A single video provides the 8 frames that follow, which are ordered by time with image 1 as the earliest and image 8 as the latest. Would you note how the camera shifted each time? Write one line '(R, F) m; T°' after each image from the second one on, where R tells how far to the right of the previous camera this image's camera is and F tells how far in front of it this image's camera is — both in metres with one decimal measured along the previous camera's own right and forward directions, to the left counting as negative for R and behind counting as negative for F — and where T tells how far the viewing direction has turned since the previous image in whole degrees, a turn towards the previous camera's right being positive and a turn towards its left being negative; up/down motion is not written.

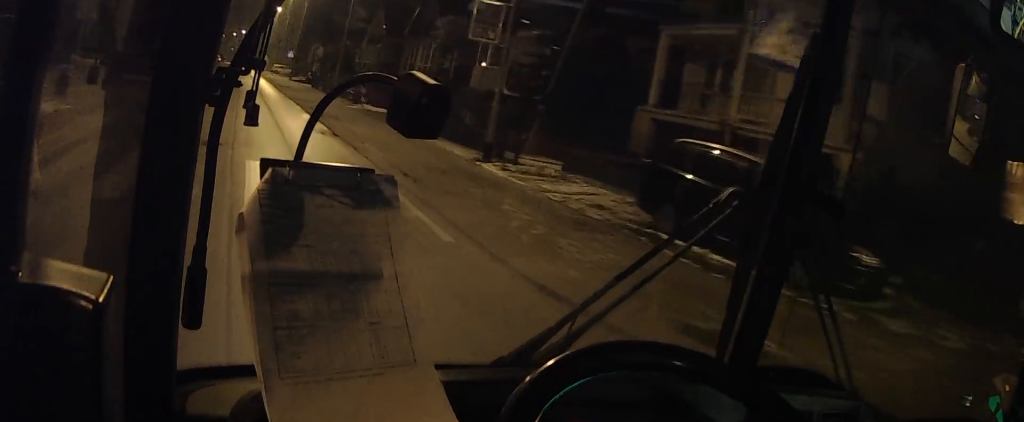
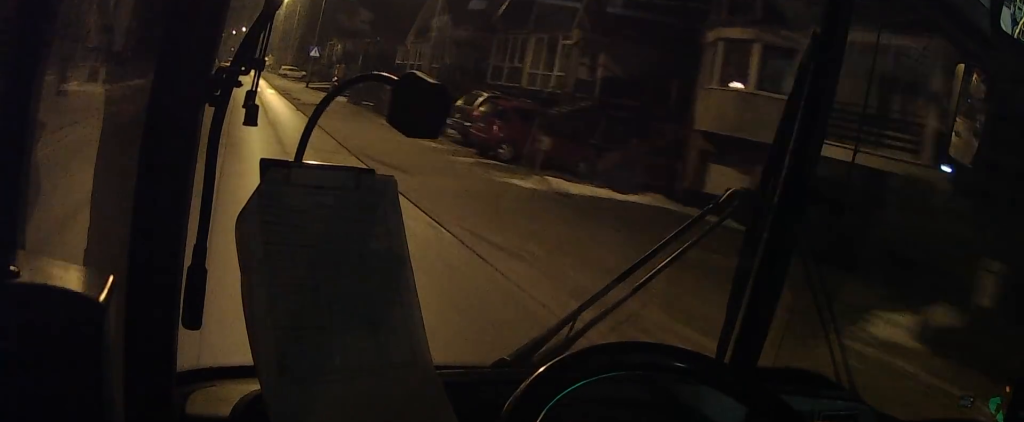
(-1.3, +20.5) m; -4°
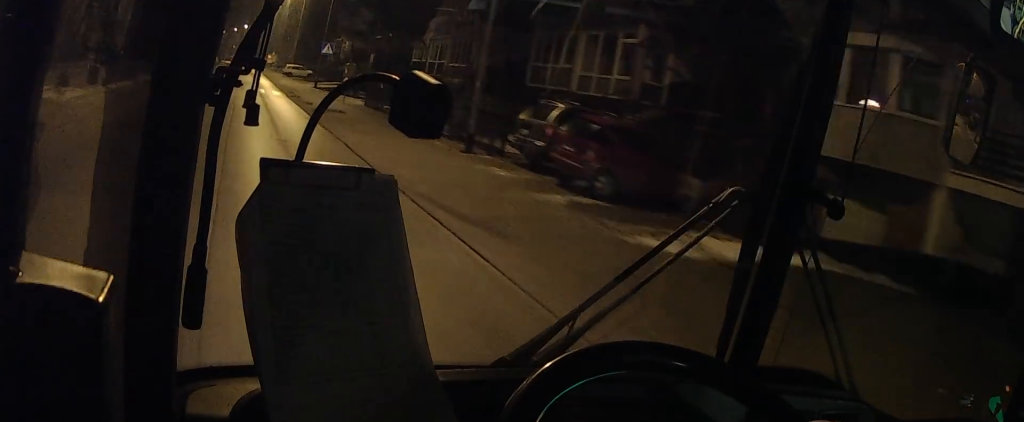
(0.0, +4.9) m; 0°
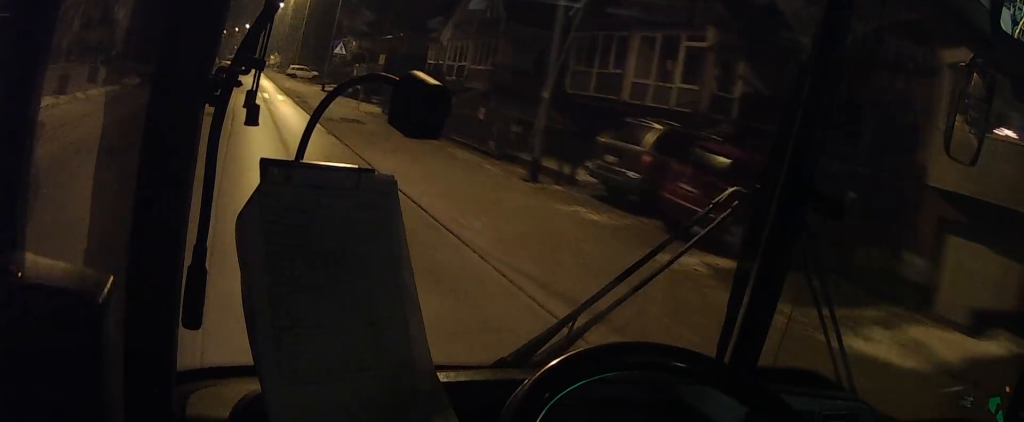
(0.0, +4.0) m; 0°
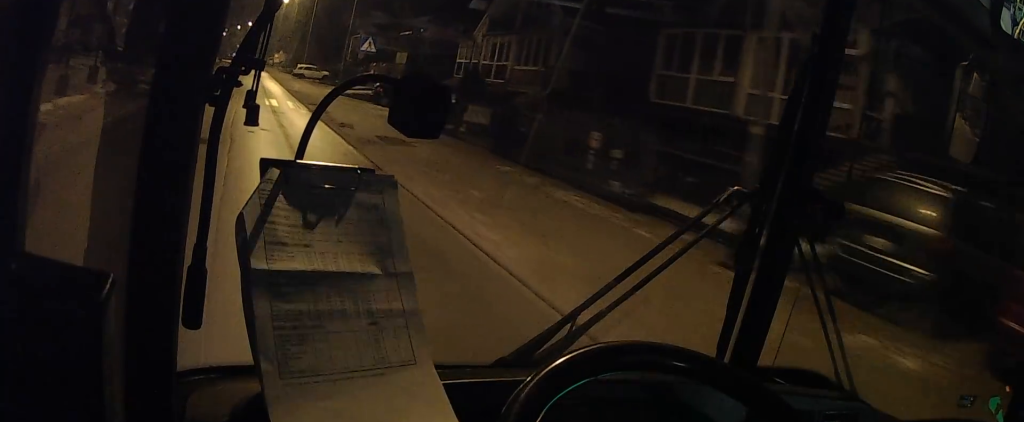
(0.0, +6.3) m; 0°
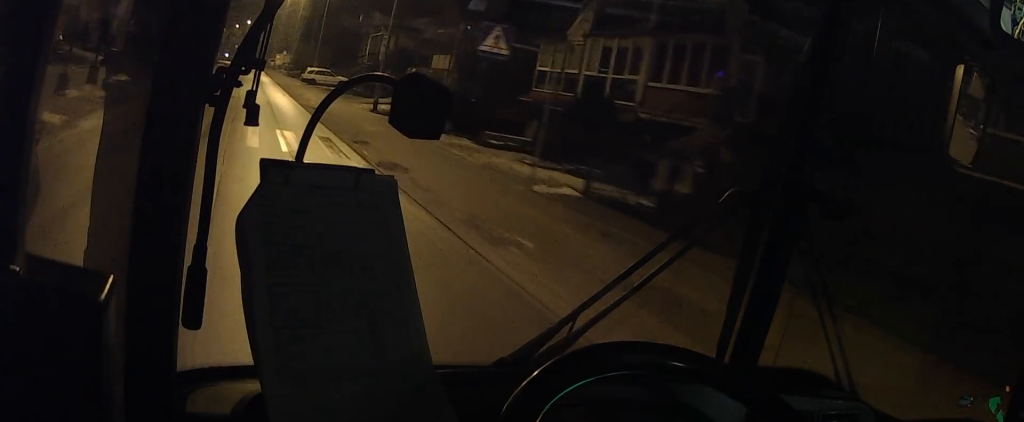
(0.0, +13.0) m; 0°
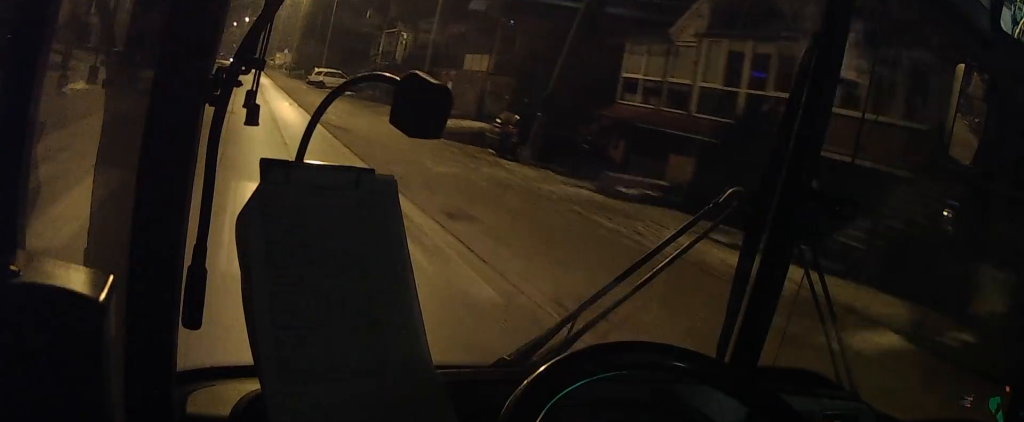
(0.0, +8.3) m; 0°
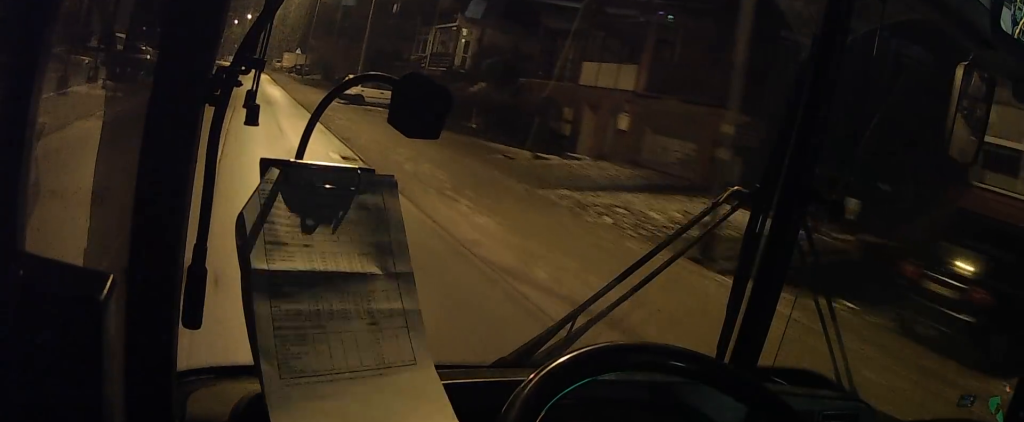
(0.0, +15.7) m; 0°
